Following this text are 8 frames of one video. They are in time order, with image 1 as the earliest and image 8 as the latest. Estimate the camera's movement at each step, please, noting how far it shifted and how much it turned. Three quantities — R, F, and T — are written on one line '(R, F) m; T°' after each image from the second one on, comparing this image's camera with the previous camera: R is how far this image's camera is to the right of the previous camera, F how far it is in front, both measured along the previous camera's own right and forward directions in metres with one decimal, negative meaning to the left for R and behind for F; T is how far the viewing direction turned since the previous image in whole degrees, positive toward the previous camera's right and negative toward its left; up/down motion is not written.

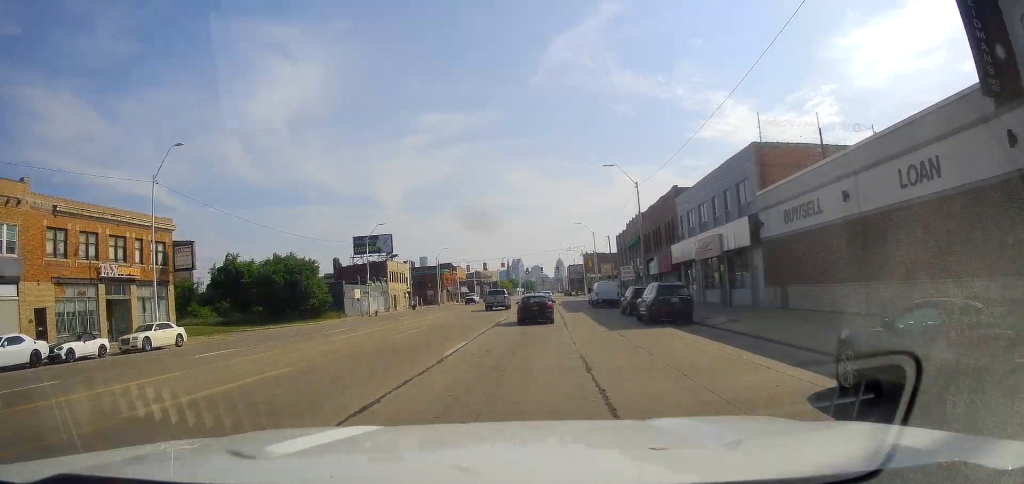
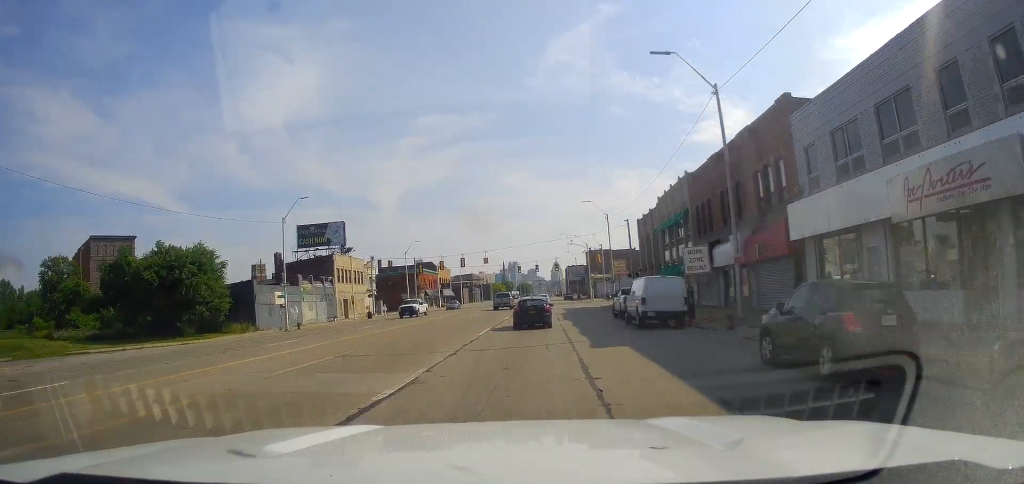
(+0.5, +23.8) m; +1°
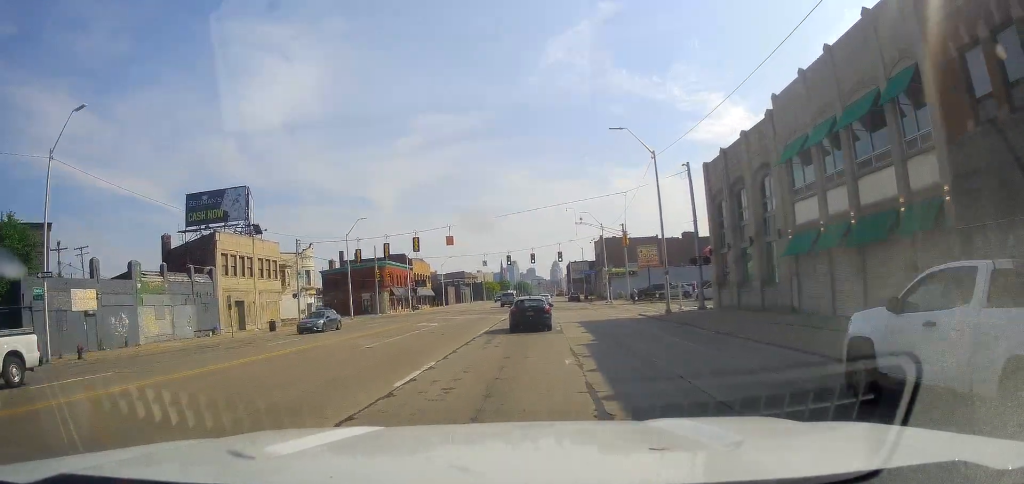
(+0.1, +28.4) m; 0°
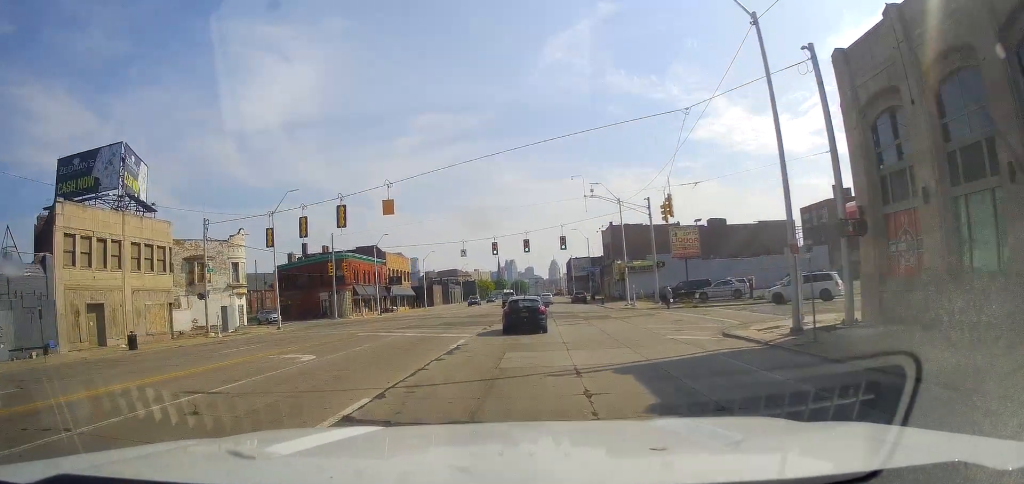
(-0.3, +19.3) m; -1°
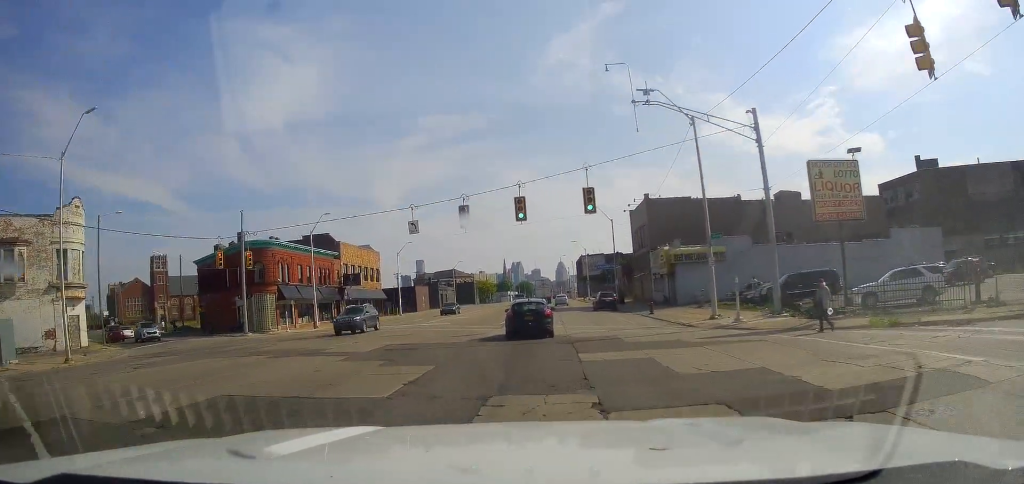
(-0.2, +27.1) m; -1°
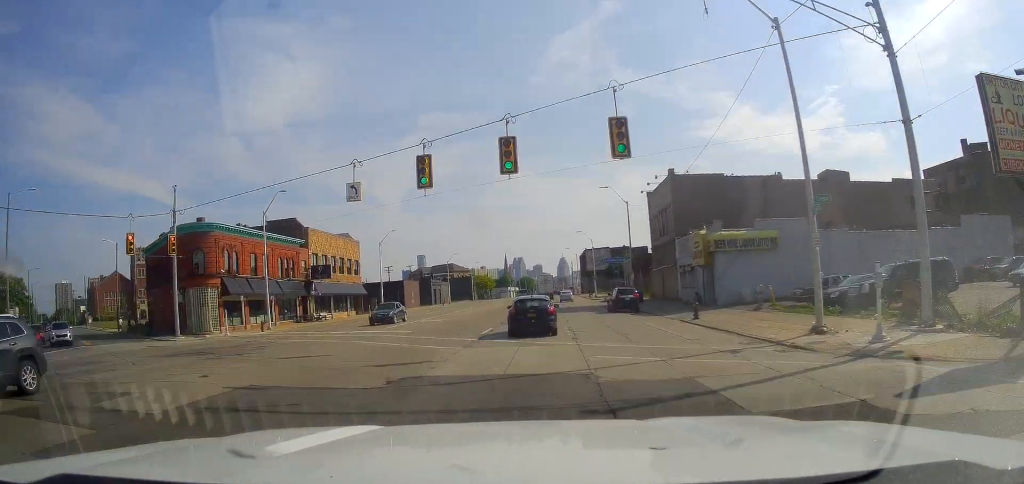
(-0.1, +11.6) m; 0°
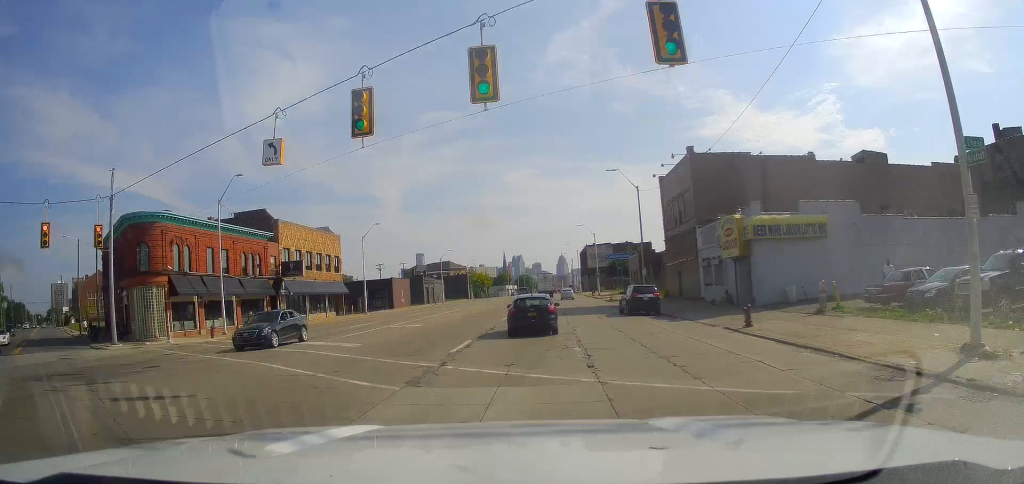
(-0.2, +7.6) m; +1°
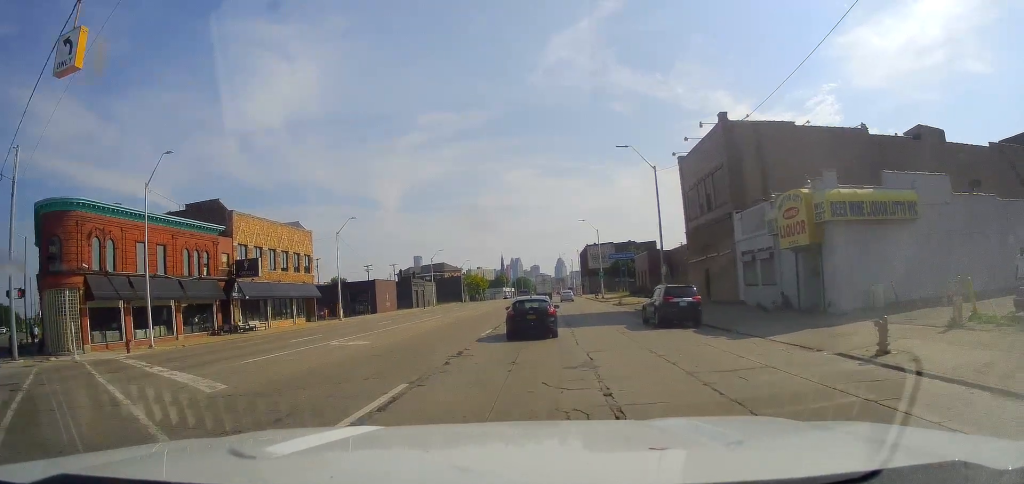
(+0.2, +9.1) m; +1°
